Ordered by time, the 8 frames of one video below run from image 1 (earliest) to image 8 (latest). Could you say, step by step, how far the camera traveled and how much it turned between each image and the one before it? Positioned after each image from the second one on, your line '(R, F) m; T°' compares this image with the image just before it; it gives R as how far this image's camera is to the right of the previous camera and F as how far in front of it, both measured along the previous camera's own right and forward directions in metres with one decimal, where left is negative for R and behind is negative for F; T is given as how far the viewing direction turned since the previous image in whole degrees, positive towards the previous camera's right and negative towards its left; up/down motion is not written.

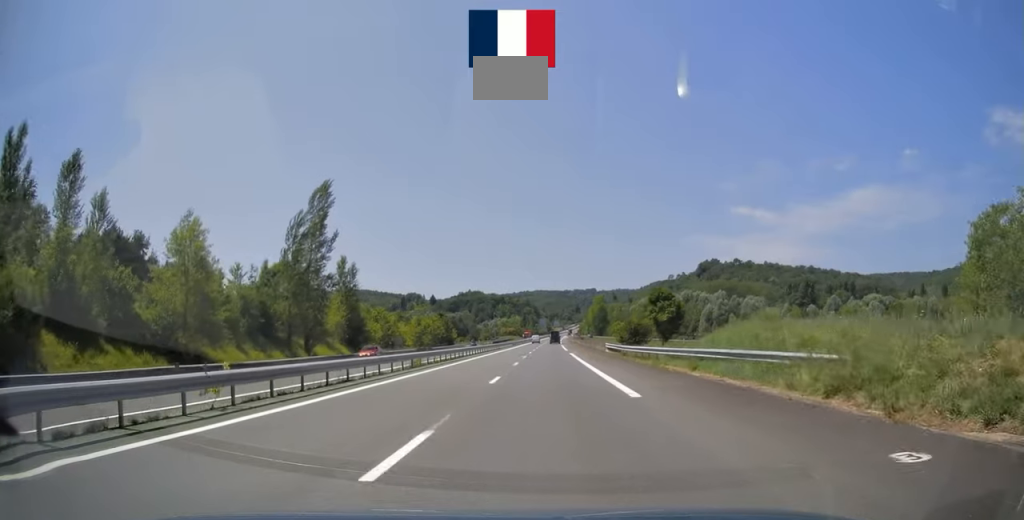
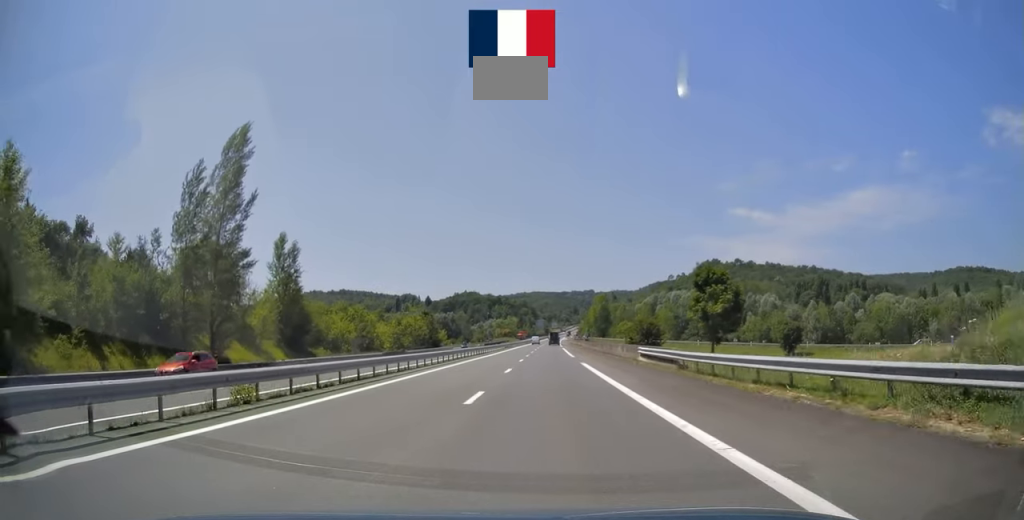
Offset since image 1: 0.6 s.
(-0.2, +18.8) m; 0°
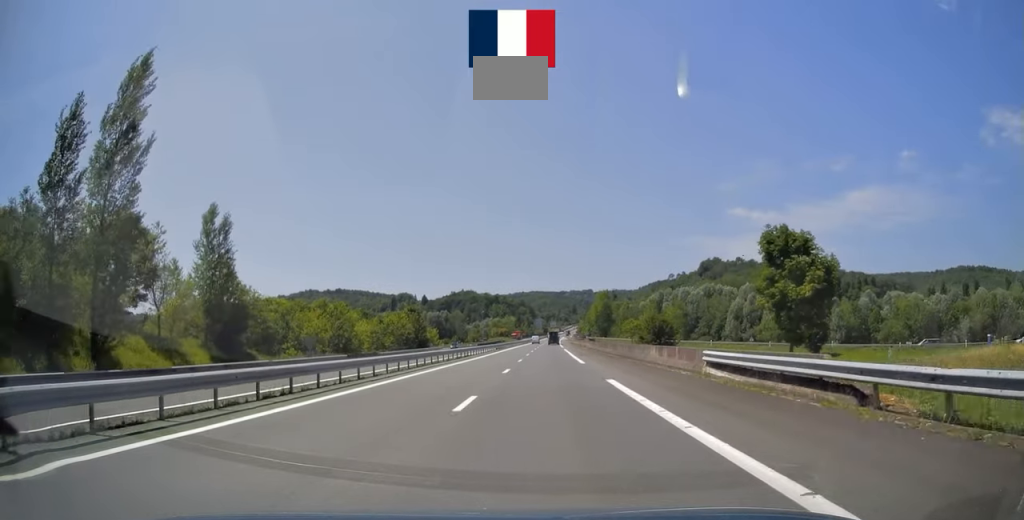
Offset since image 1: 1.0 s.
(+0.2, +13.9) m; 0°
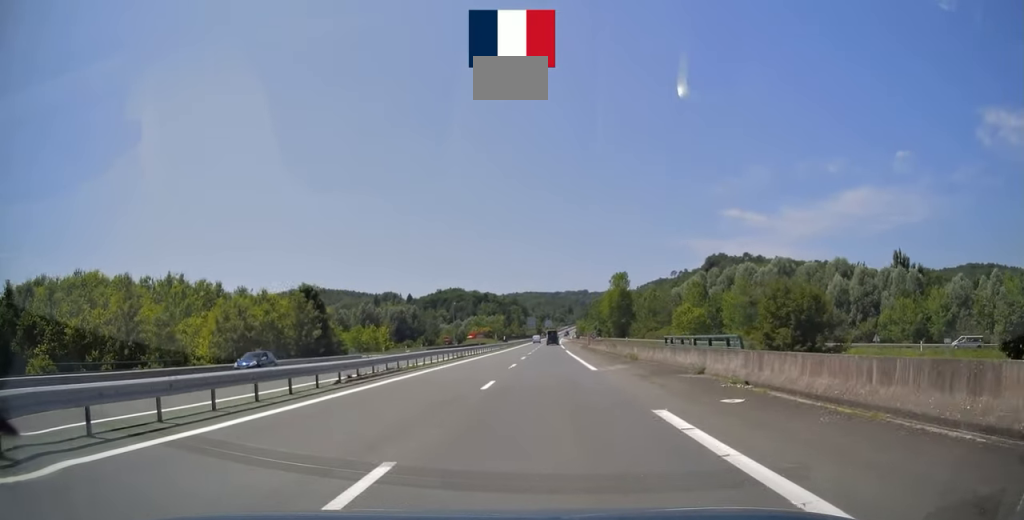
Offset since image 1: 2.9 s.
(+0.5, +59.9) m; +1°
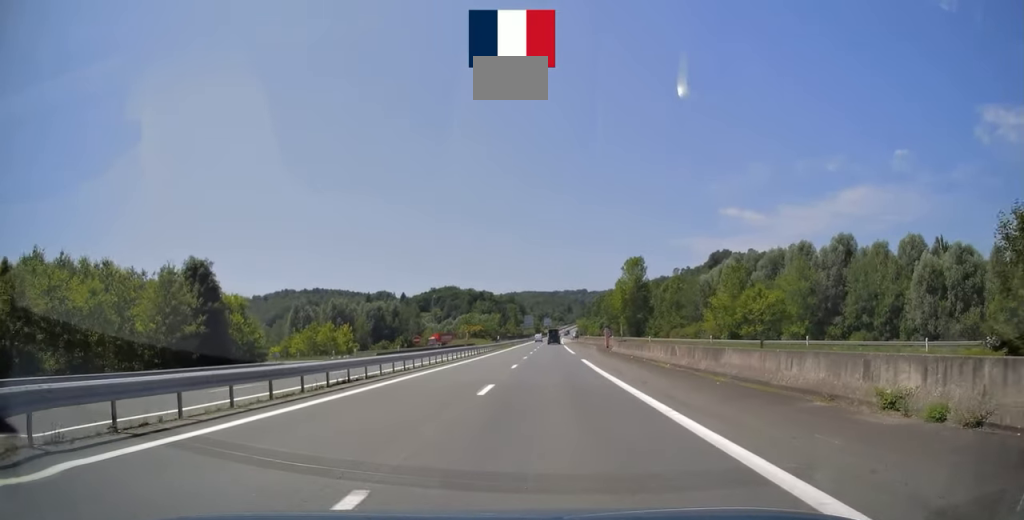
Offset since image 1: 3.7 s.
(+0.2, +27.2) m; +1°
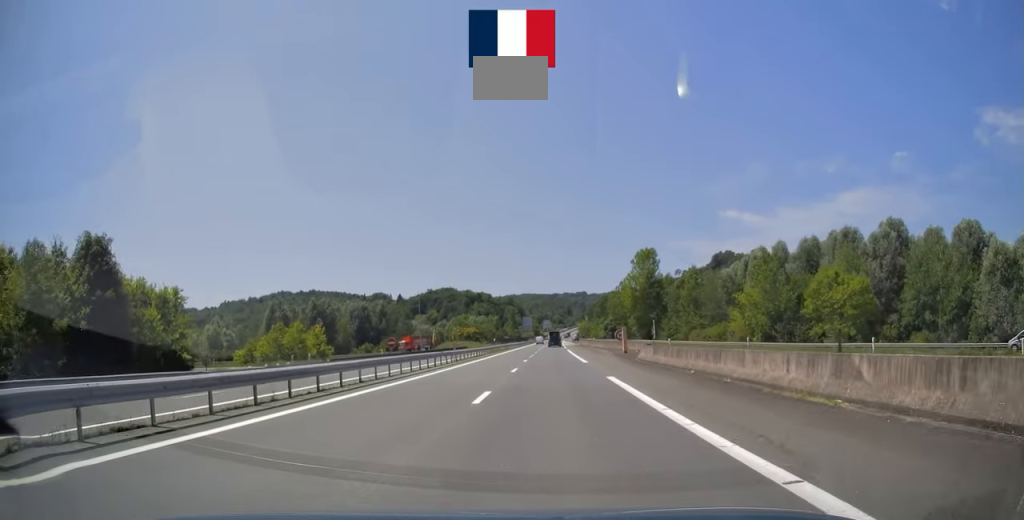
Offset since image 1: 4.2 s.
(0.0, +14.9) m; 0°
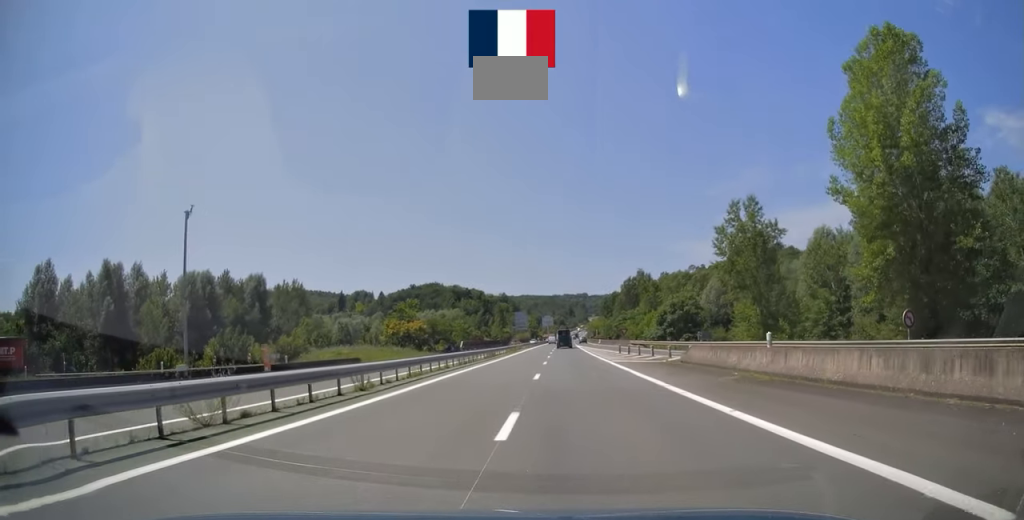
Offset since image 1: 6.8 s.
(-0.2, +82.9) m; 0°
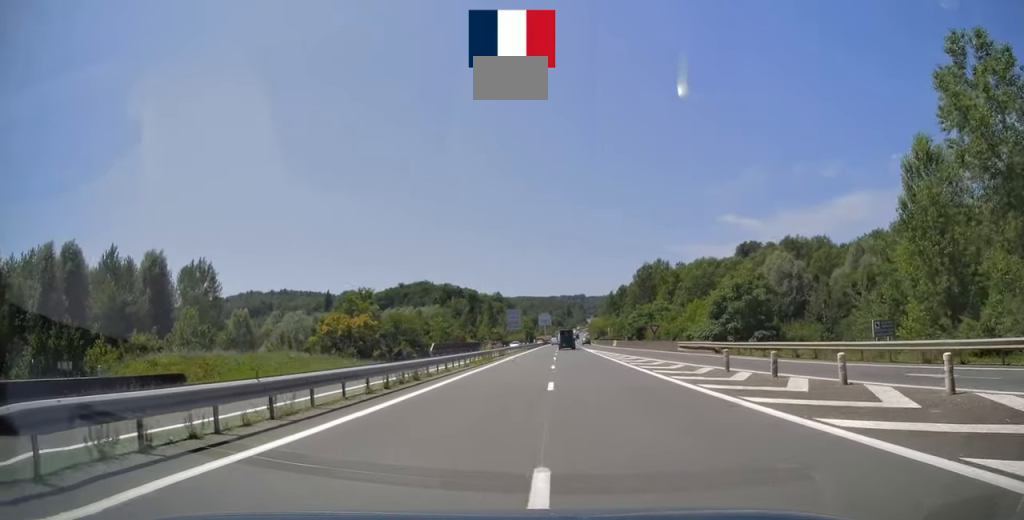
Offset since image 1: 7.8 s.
(0.0, +31.0) m; 0°
